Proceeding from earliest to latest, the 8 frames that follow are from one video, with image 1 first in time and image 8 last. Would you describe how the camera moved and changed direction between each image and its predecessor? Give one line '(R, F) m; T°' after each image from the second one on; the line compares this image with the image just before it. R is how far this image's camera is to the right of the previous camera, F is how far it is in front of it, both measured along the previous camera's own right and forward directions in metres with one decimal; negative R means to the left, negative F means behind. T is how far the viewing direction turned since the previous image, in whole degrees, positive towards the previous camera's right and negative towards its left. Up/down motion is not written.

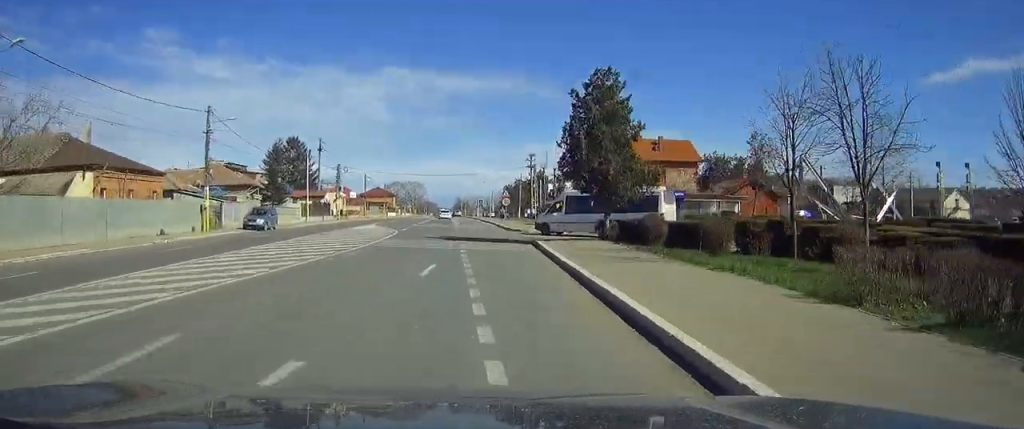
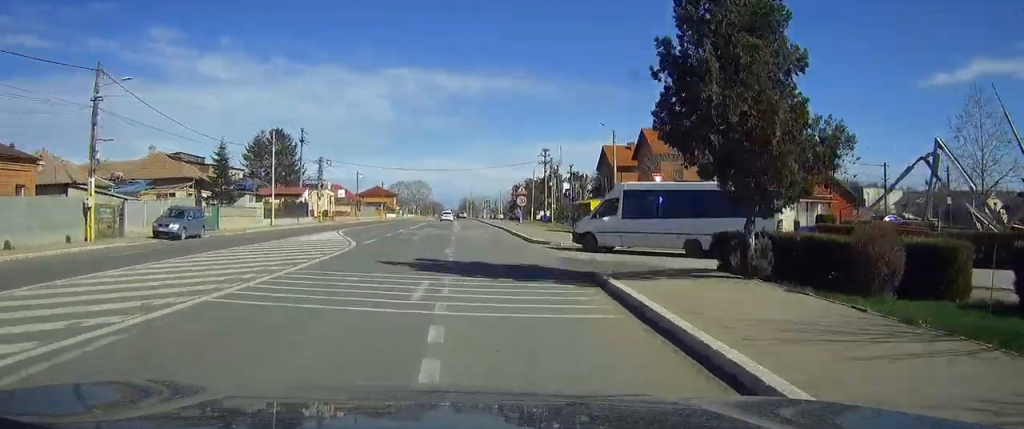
(0.0, +16.2) m; 0°
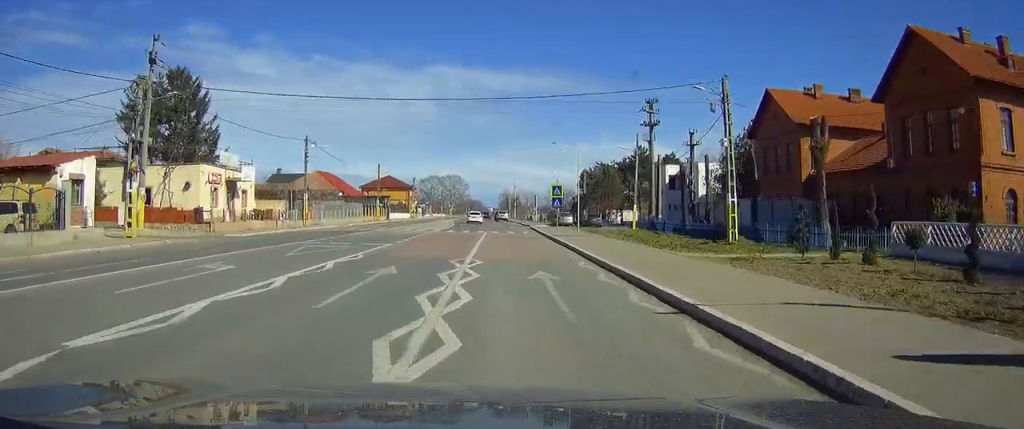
(-1.6, +56.1) m; -4°
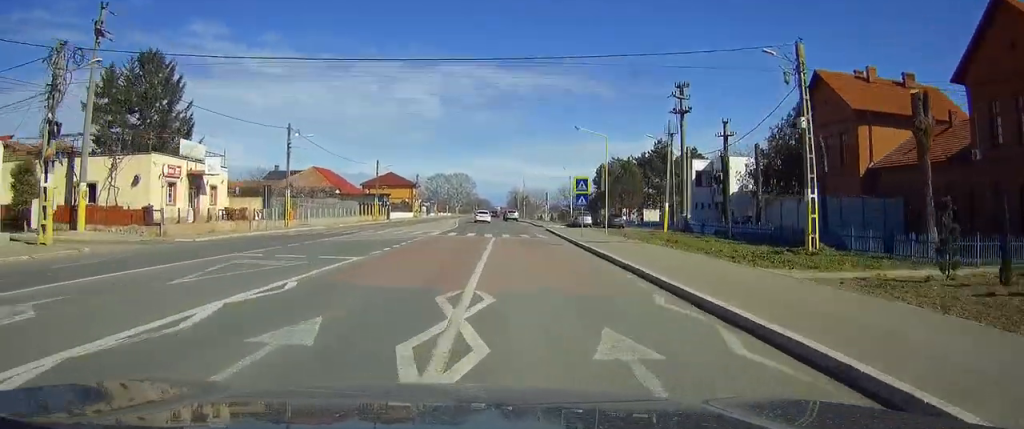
(0.0, +8.4) m; 0°
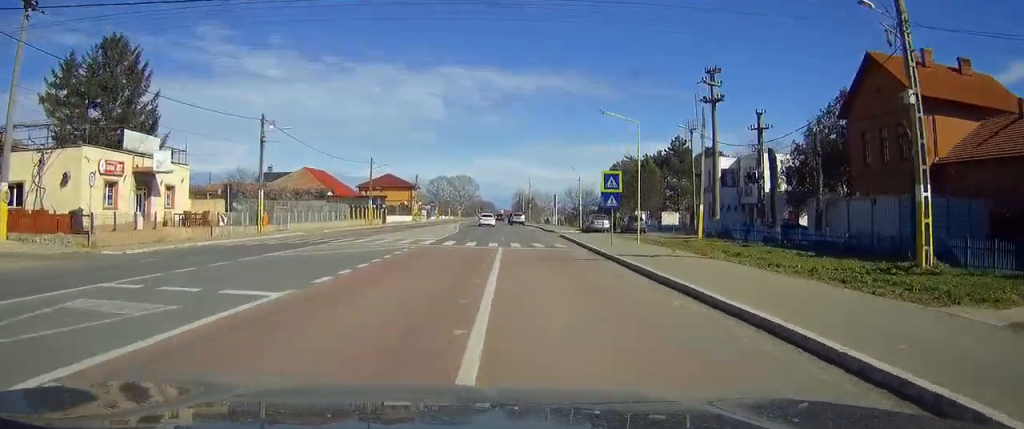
(-0.1, +7.8) m; 0°
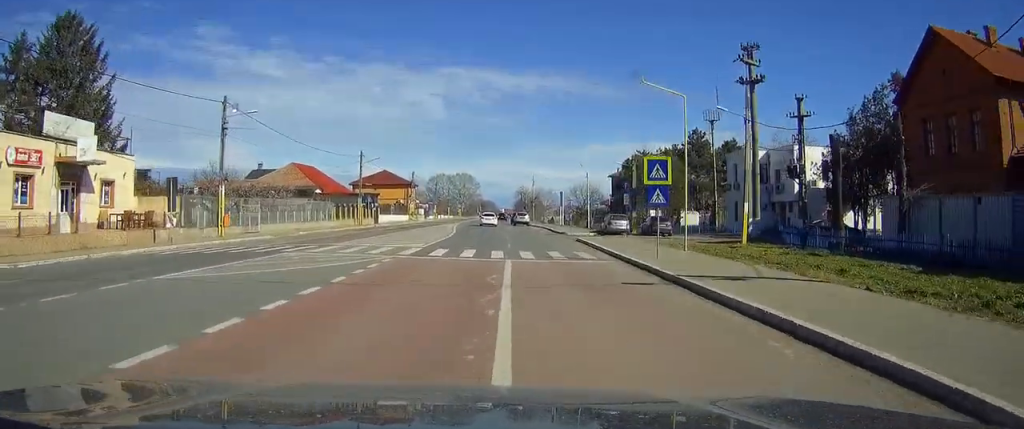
(0.0, +7.8) m; 0°
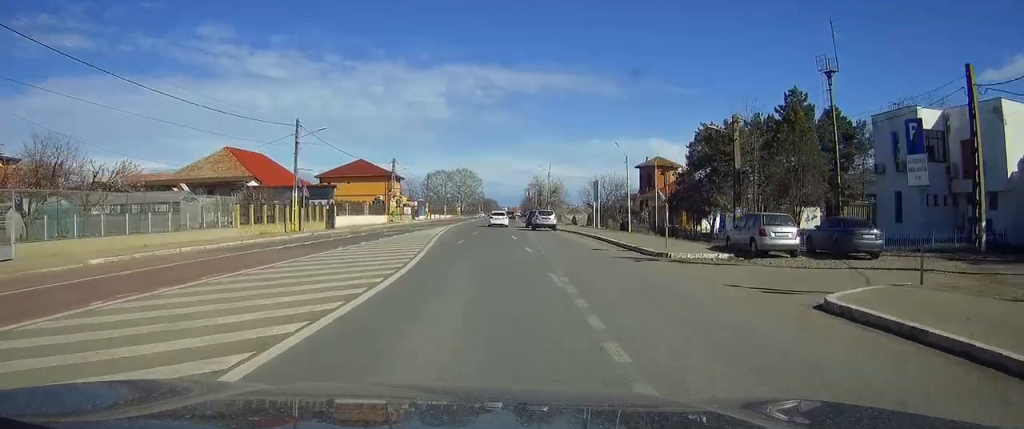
(-0.2, +28.5) m; -1°
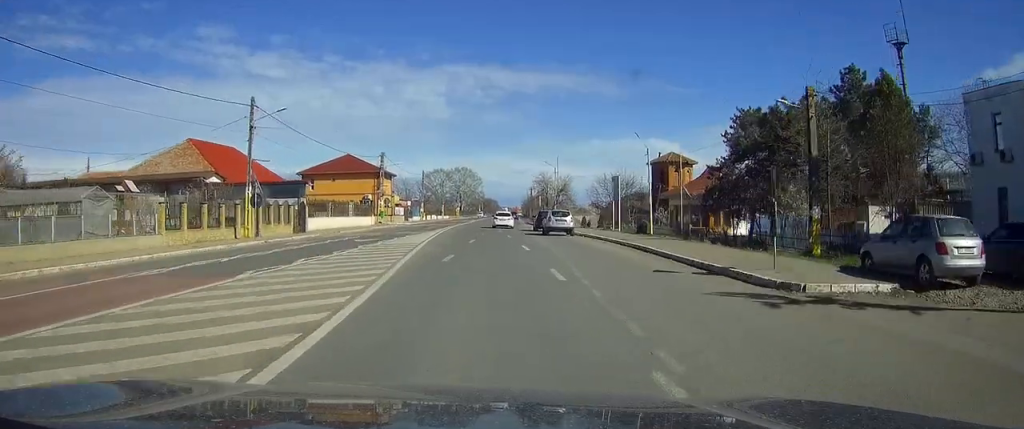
(0.0, +10.4) m; 0°
